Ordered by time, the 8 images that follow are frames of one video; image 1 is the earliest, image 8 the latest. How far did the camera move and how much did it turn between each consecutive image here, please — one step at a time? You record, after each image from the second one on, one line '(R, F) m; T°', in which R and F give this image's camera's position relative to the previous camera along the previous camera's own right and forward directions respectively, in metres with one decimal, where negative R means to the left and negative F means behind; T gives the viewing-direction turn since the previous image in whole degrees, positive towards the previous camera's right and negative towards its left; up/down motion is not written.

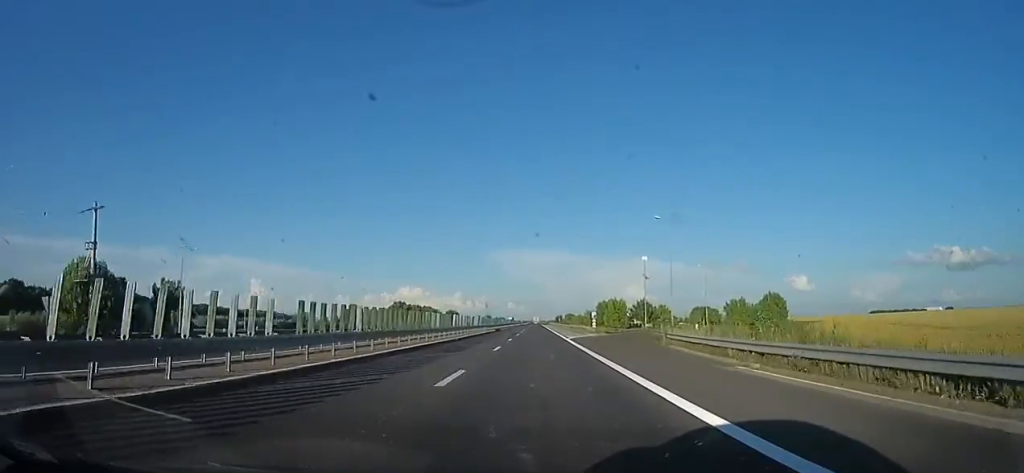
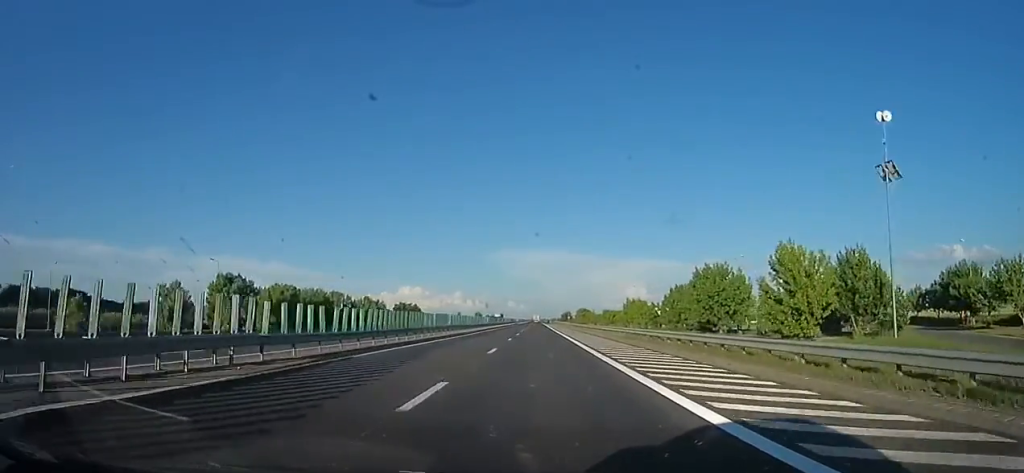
(+1.4, +62.1) m; 0°
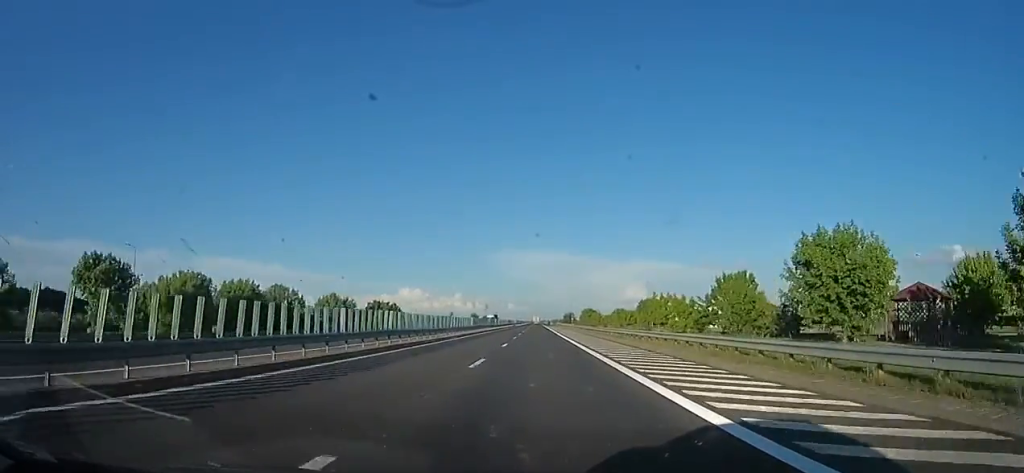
(-0.5, +17.2) m; -1°
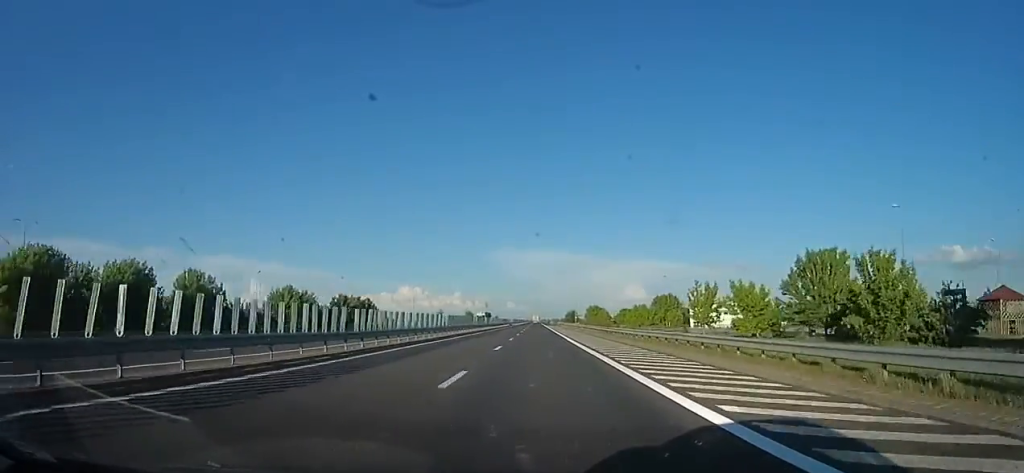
(-0.1, +16.1) m; 0°
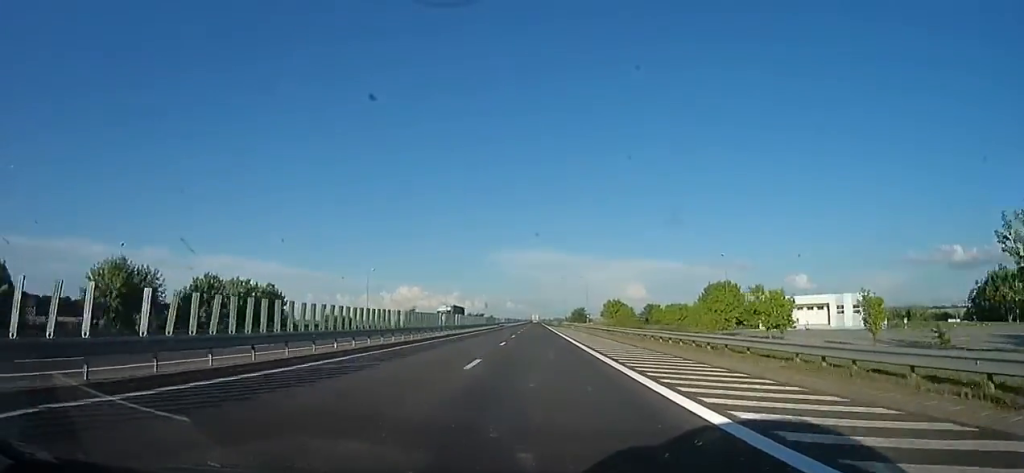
(0.0, +32.9) m; +1°
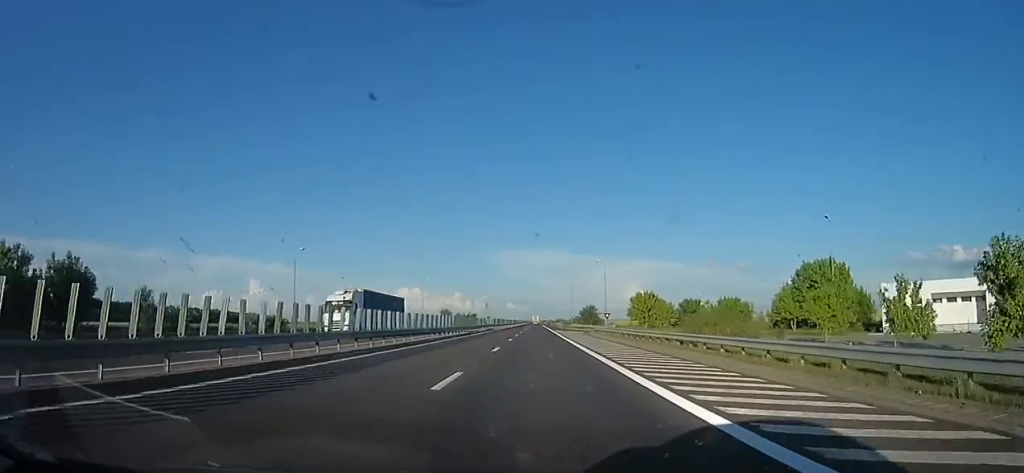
(-0.2, +27.6) m; +2°
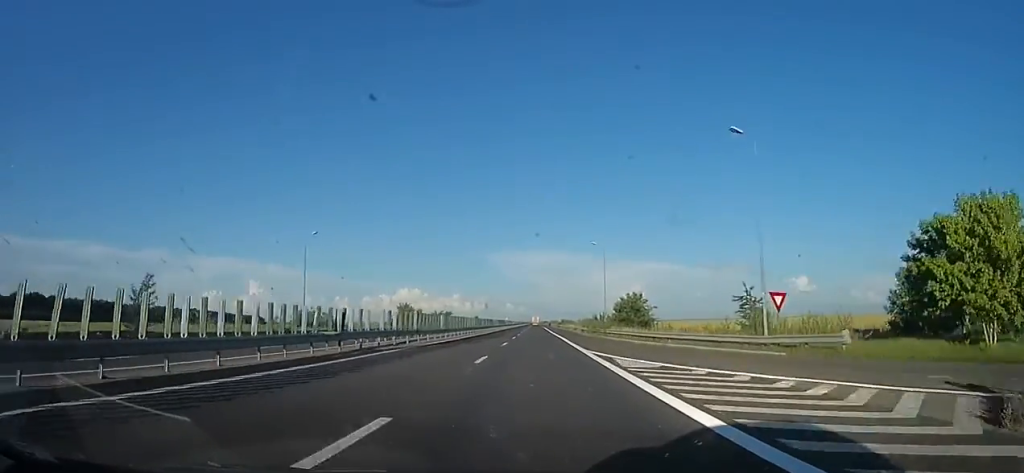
(+0.7, +53.8) m; -1°
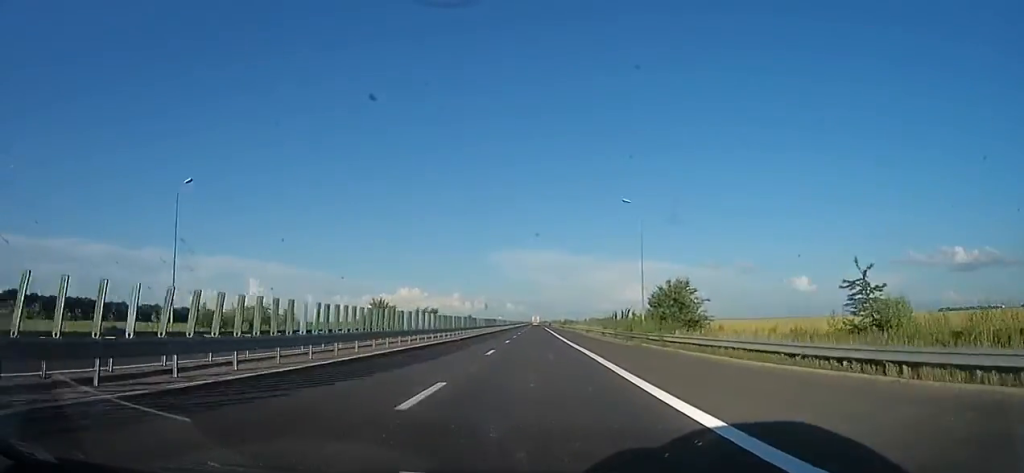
(-0.4, +20.3) m; -1°
